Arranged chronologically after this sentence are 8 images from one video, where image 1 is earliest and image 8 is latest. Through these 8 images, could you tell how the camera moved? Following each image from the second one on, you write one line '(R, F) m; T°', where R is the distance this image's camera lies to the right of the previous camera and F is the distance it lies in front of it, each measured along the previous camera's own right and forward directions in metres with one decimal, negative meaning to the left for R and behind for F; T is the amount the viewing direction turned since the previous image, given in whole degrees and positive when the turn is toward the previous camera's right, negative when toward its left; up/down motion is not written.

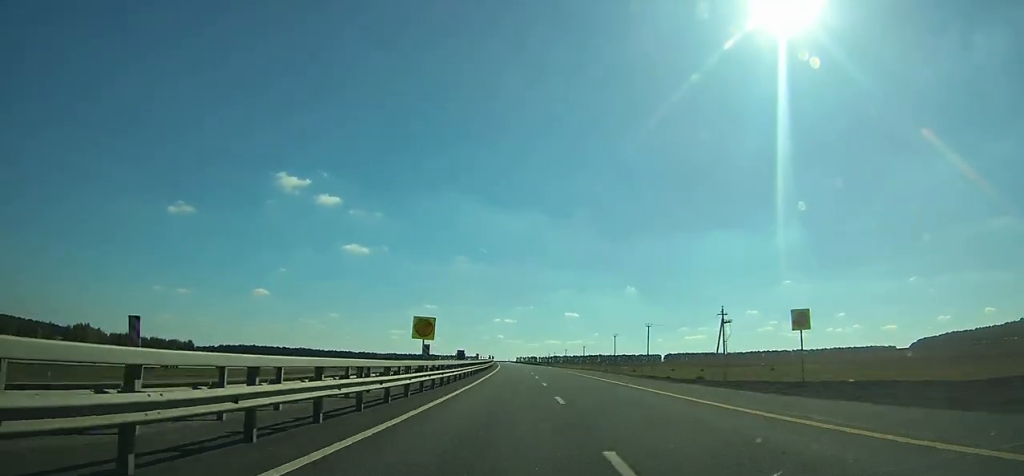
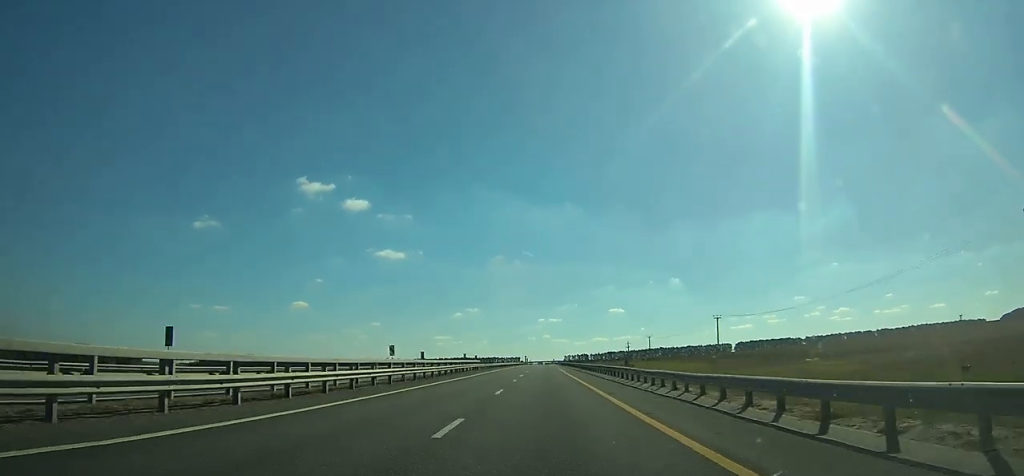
(-3.8, +157.6) m; -3°
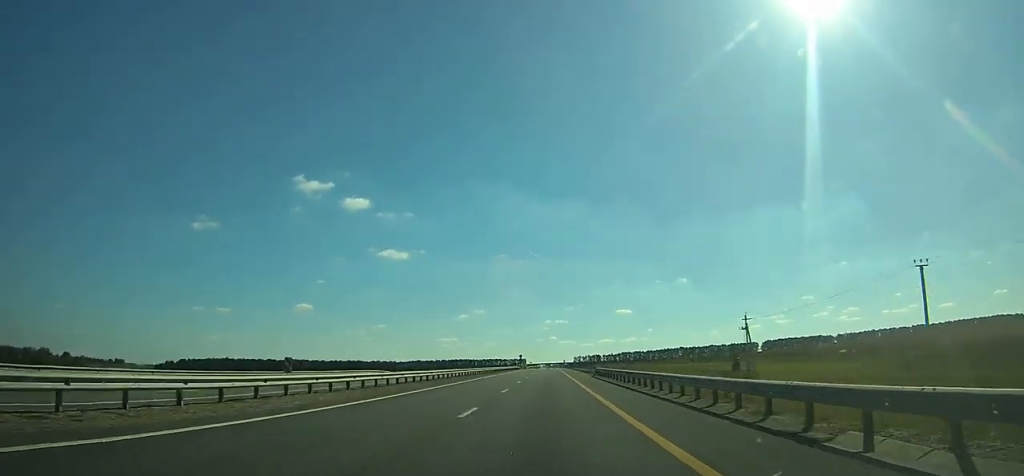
(-0.8, +103.9) m; 0°
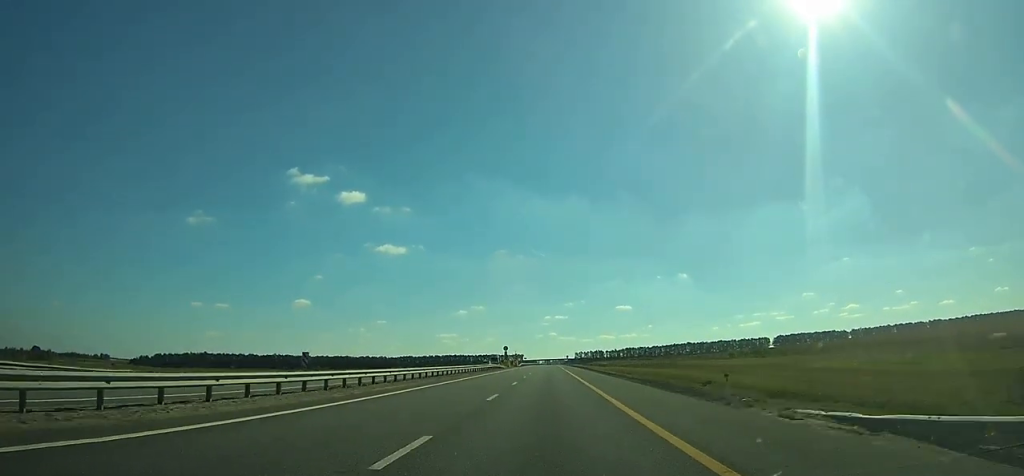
(-0.1, +57.9) m; 0°
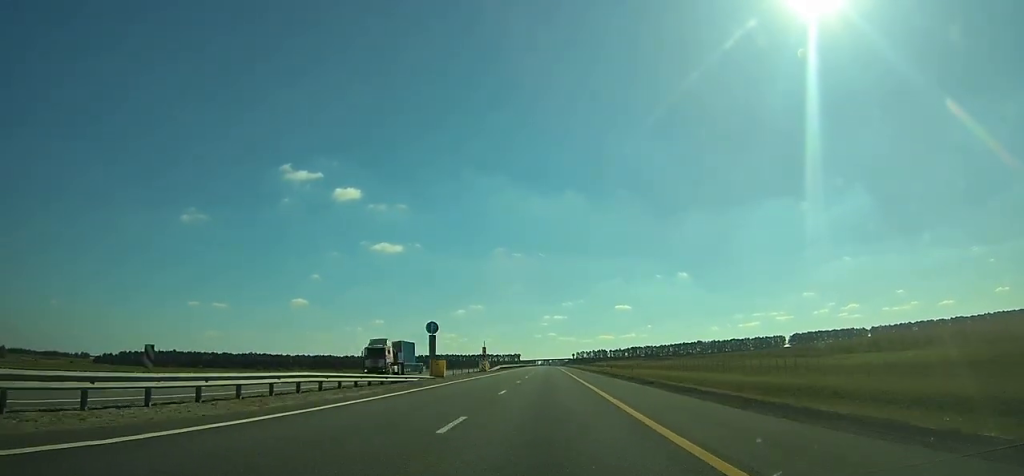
(+0.1, +75.0) m; 0°
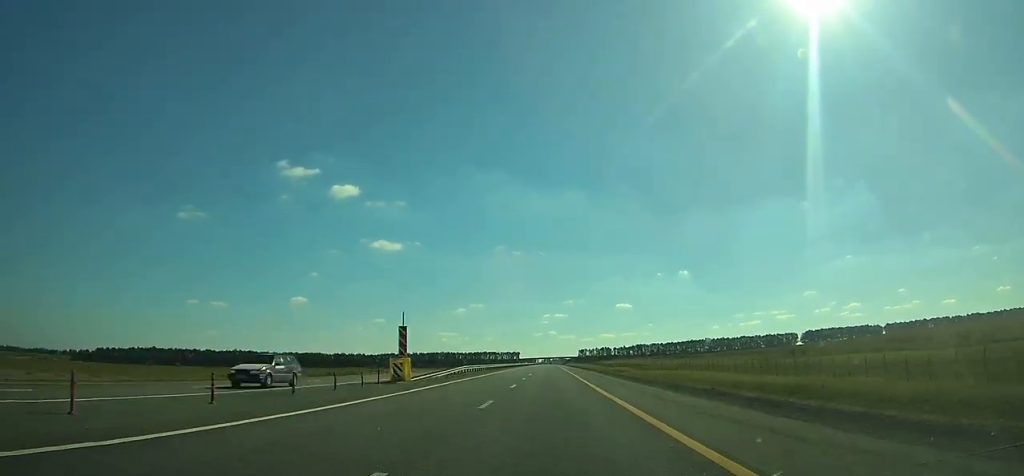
(+0.1, +46.8) m; 0°
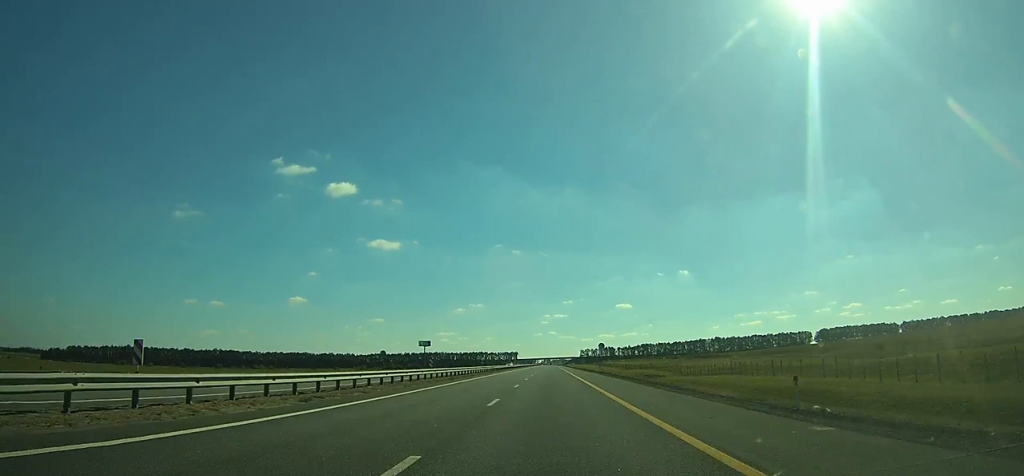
(0.0, +52.3) m; 0°
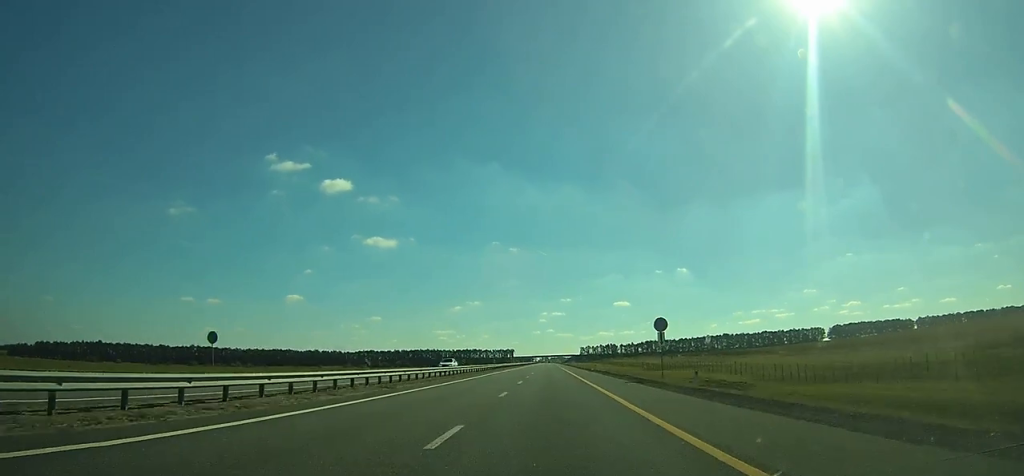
(0.0, +48.7) m; 0°
